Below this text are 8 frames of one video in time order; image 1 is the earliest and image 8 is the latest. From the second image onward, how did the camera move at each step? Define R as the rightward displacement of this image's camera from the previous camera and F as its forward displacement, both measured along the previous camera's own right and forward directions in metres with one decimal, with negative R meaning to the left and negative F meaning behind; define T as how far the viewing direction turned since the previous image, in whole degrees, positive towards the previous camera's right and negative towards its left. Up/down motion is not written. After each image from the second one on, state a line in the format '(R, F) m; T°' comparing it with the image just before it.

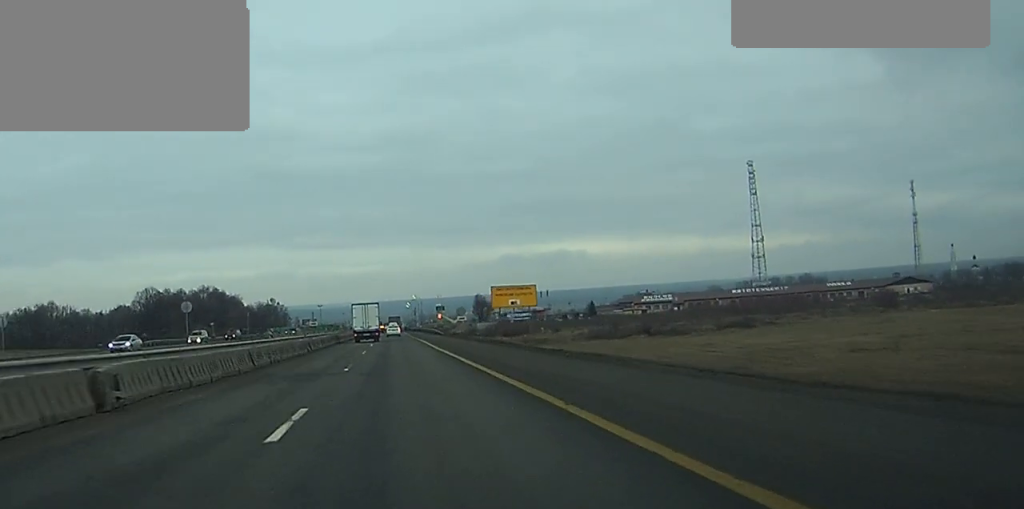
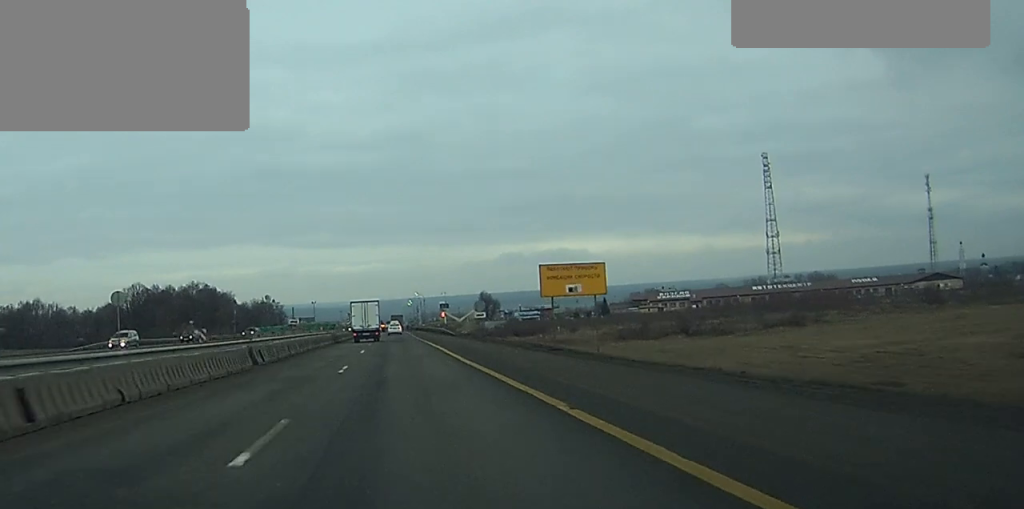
(+0.1, +17.9) m; 0°
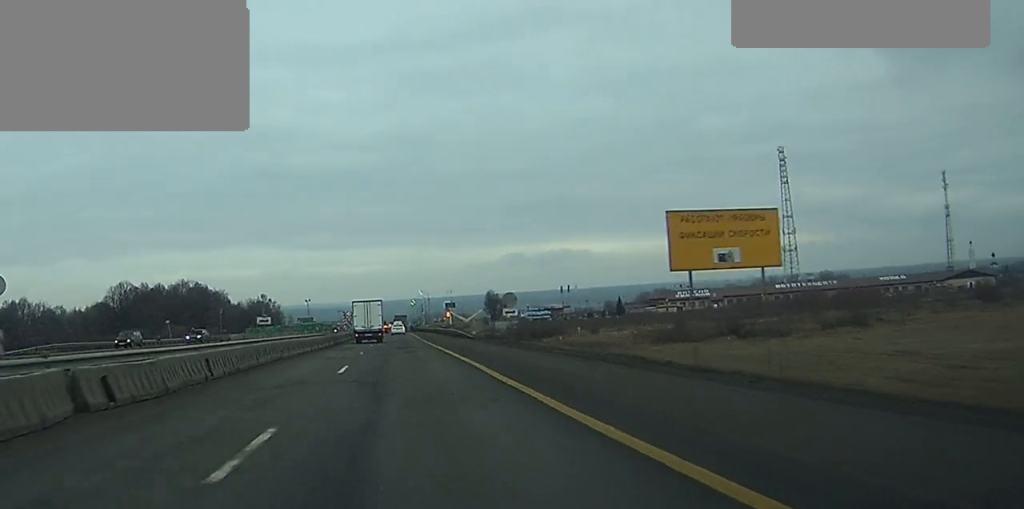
(-0.1, +17.0) m; 0°
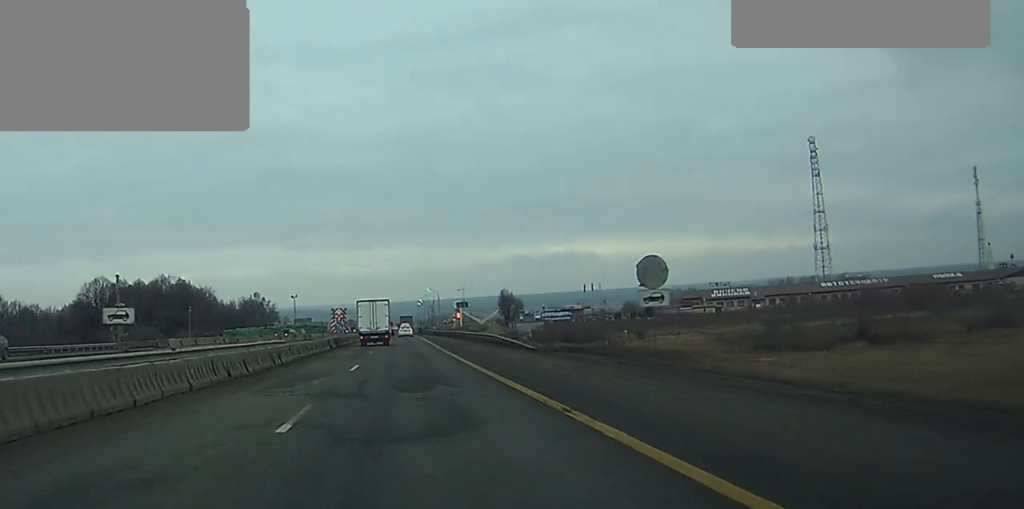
(0.0, +28.6) m; 0°
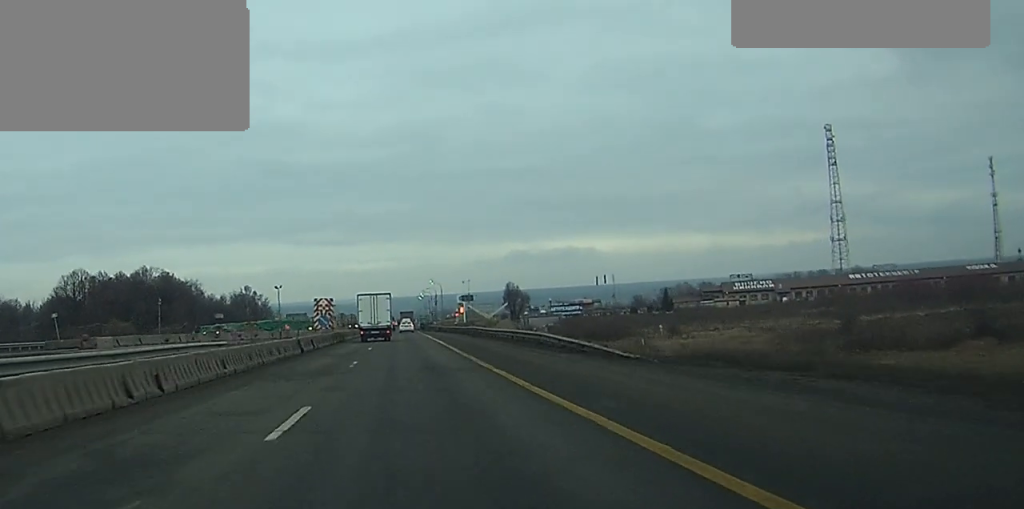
(0.0, +17.2) m; 0°
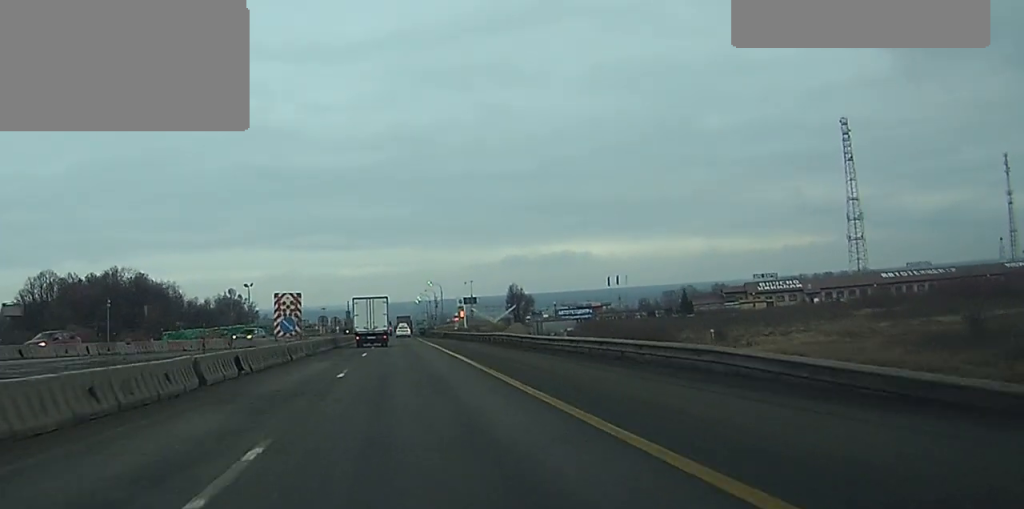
(-0.1, +19.6) m; 0°
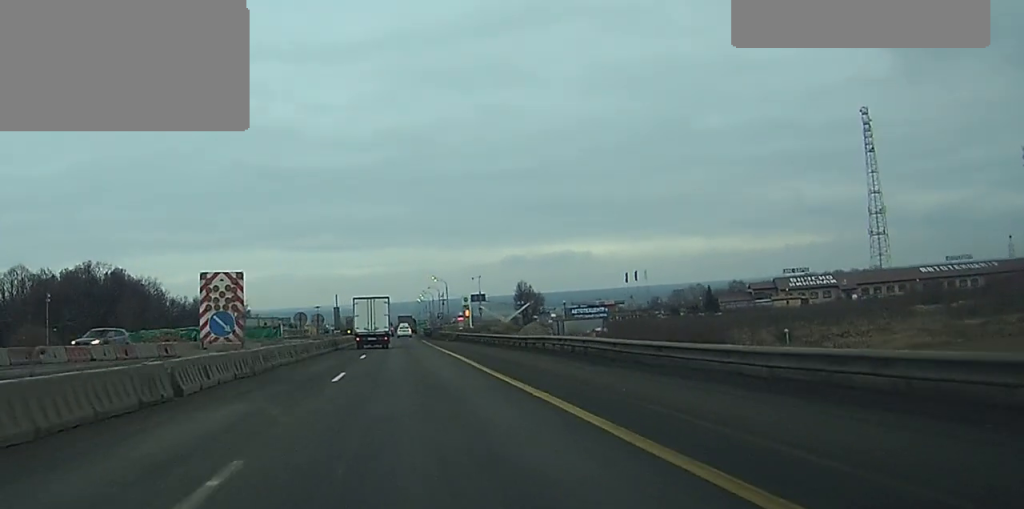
(0.0, +17.9) m; 0°
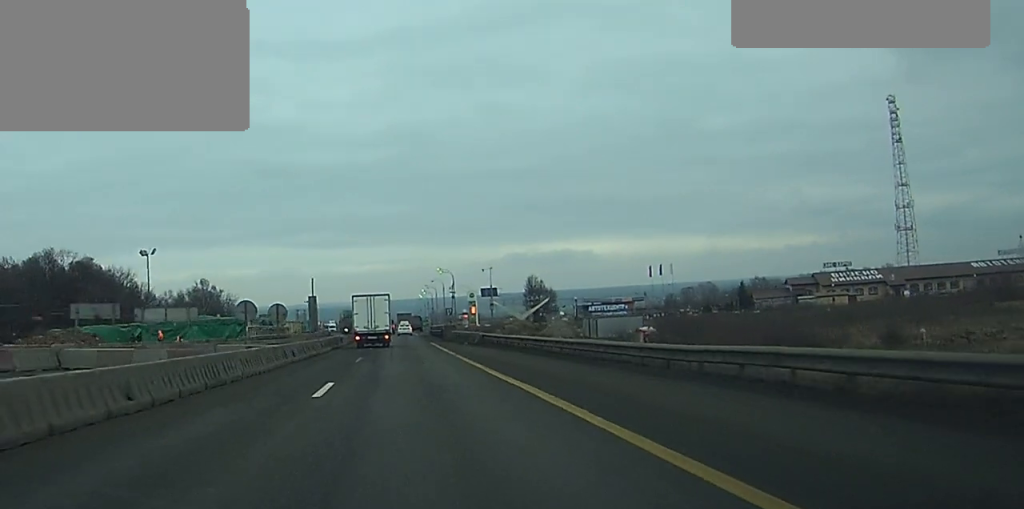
(+0.1, +20.8) m; 0°
